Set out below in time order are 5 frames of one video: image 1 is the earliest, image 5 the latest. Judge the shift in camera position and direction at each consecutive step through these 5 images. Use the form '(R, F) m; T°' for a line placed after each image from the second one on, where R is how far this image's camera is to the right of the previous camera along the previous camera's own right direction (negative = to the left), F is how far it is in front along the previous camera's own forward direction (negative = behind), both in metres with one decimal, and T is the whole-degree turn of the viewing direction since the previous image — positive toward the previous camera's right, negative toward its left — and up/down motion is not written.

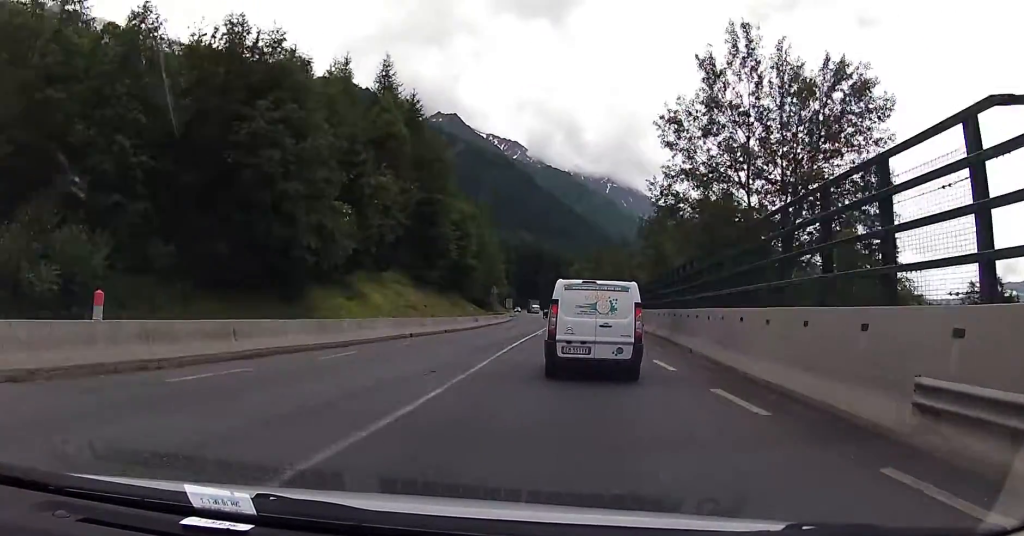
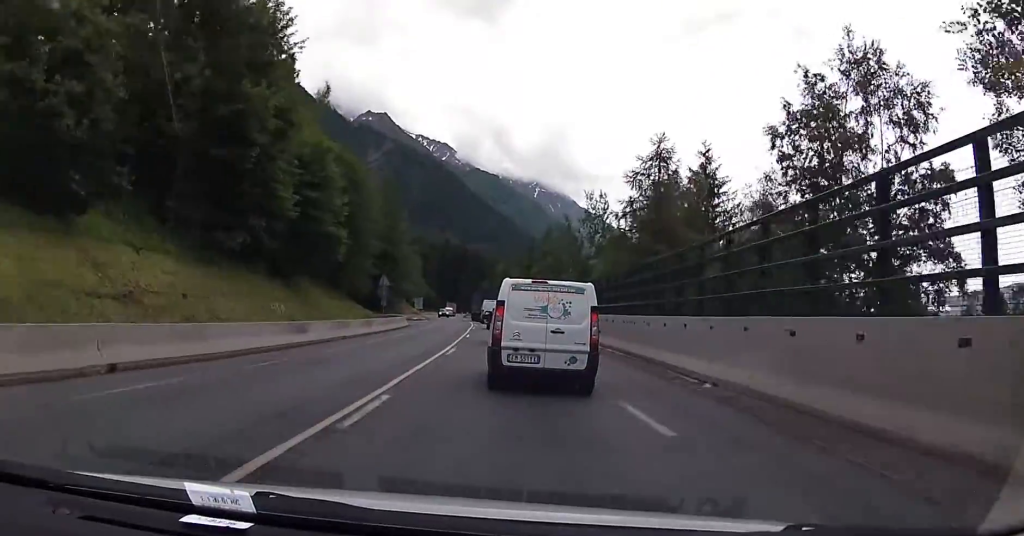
(+6.2, +27.5) m; +18°
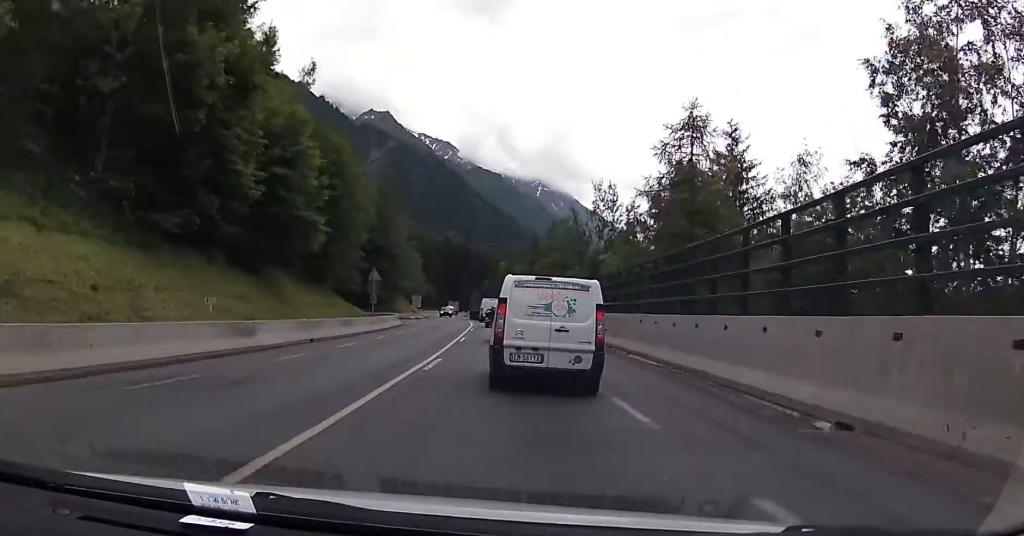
(0.0, +6.0) m; -1°
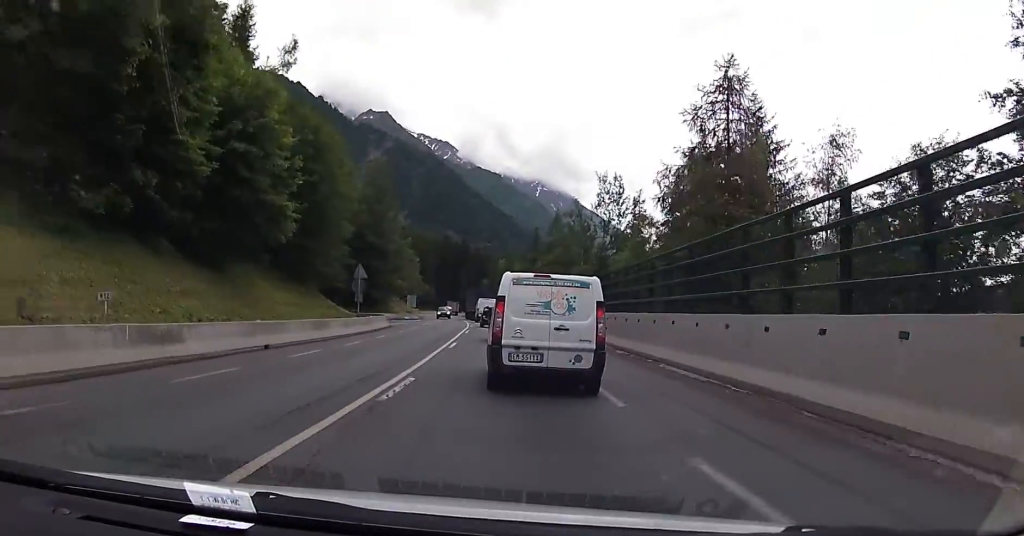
(0.0, +5.4) m; 0°
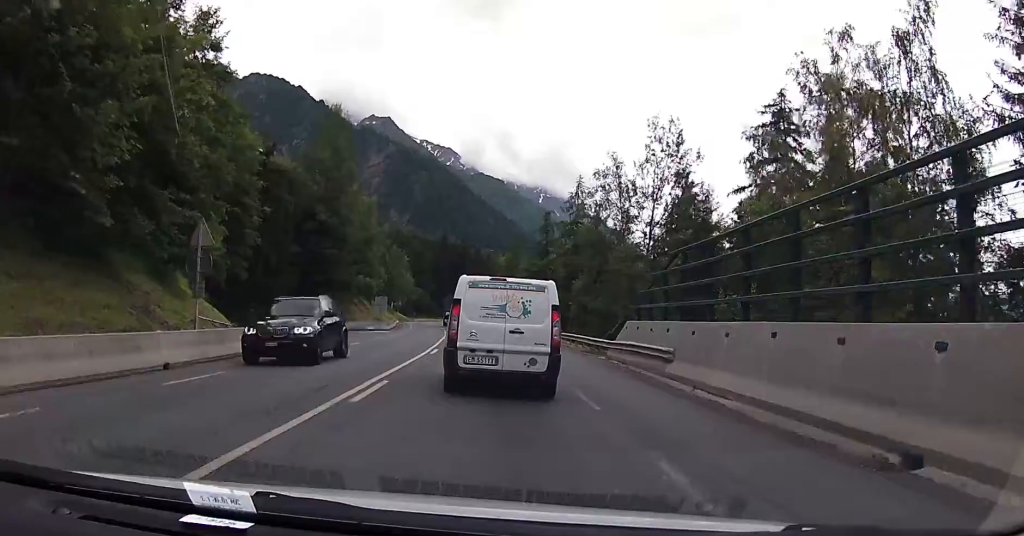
(+1.0, +28.1) m; +4°
